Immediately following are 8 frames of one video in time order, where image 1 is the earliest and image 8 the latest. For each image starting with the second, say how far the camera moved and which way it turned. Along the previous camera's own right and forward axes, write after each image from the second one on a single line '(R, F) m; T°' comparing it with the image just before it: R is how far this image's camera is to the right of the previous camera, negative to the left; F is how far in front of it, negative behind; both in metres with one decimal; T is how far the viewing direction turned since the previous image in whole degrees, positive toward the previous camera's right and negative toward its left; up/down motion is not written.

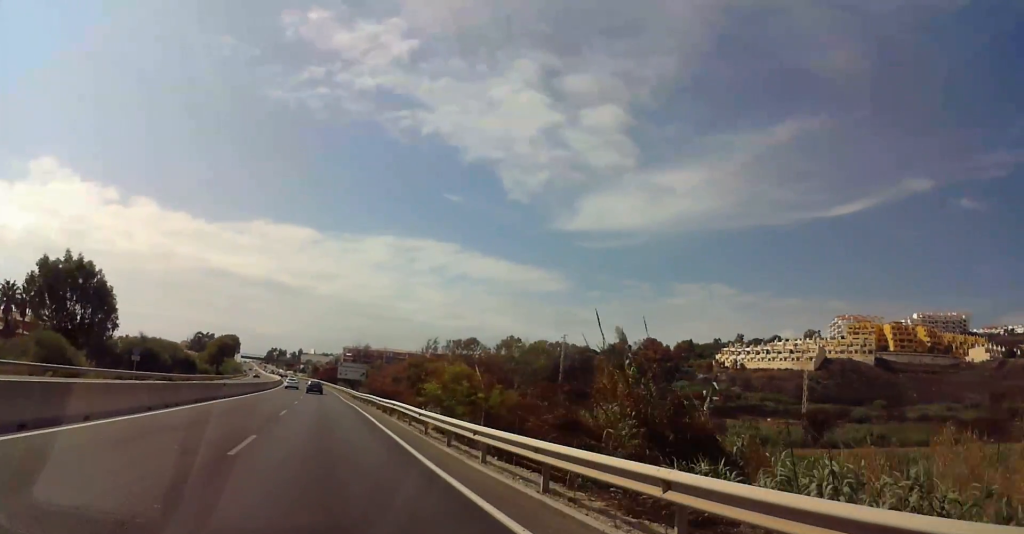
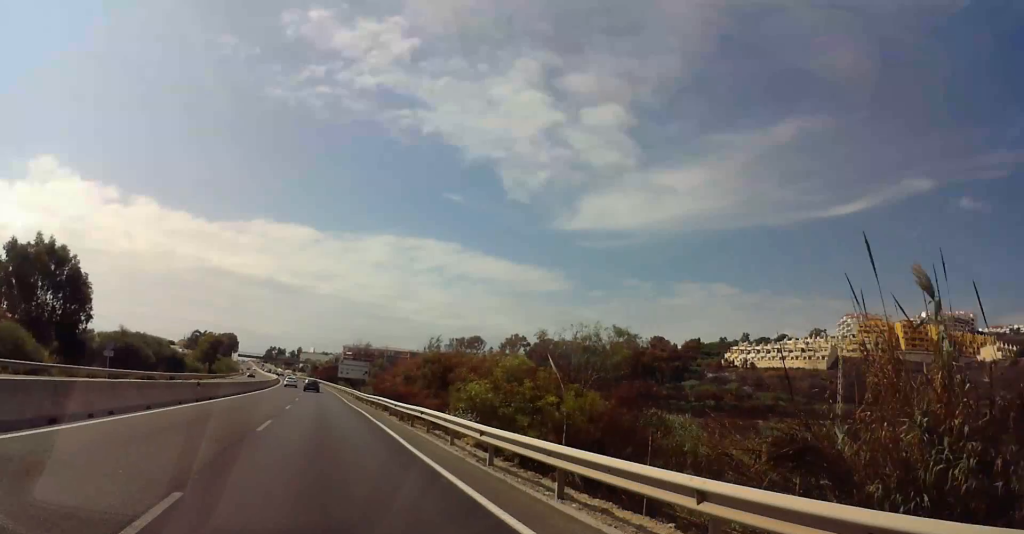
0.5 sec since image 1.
(-0.4, +8.9) m; -1°
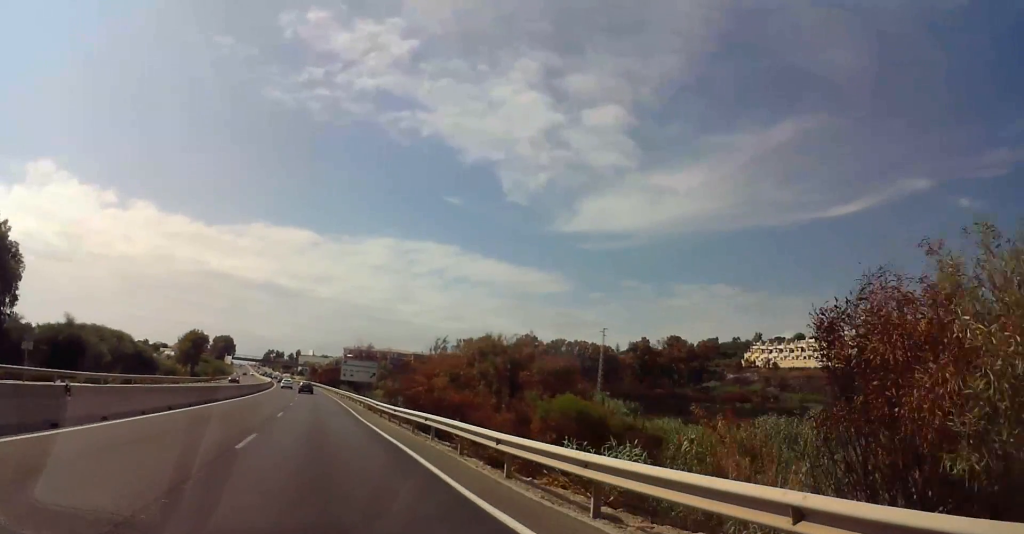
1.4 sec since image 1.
(-0.1, +17.9) m; -1°
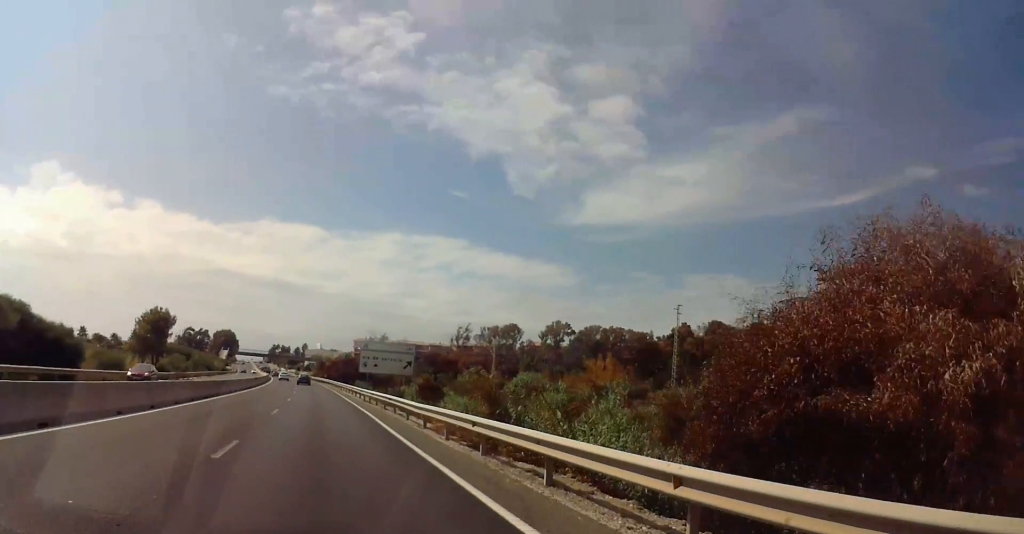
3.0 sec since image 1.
(0.0, +30.5) m; +1°
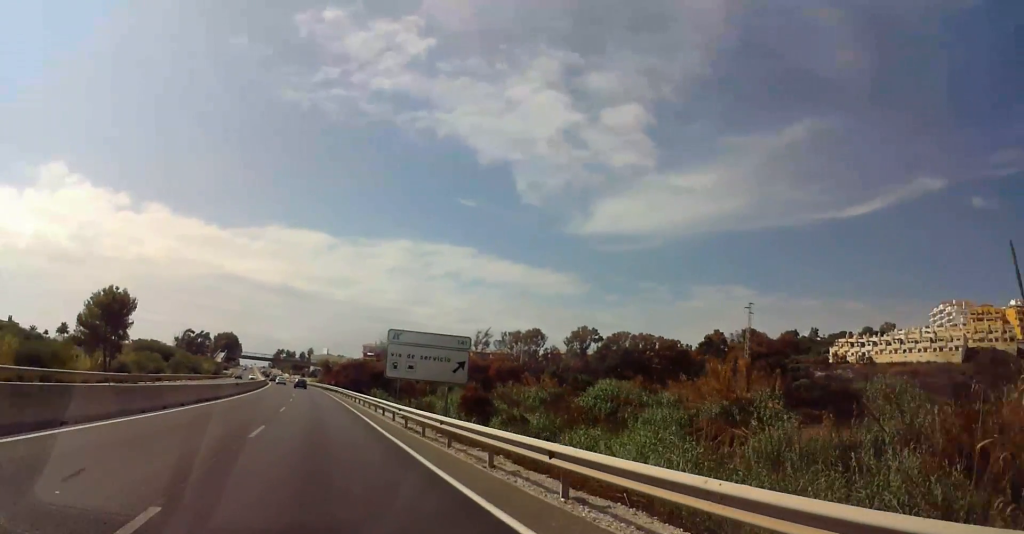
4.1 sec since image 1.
(+0.2, +20.1) m; 0°
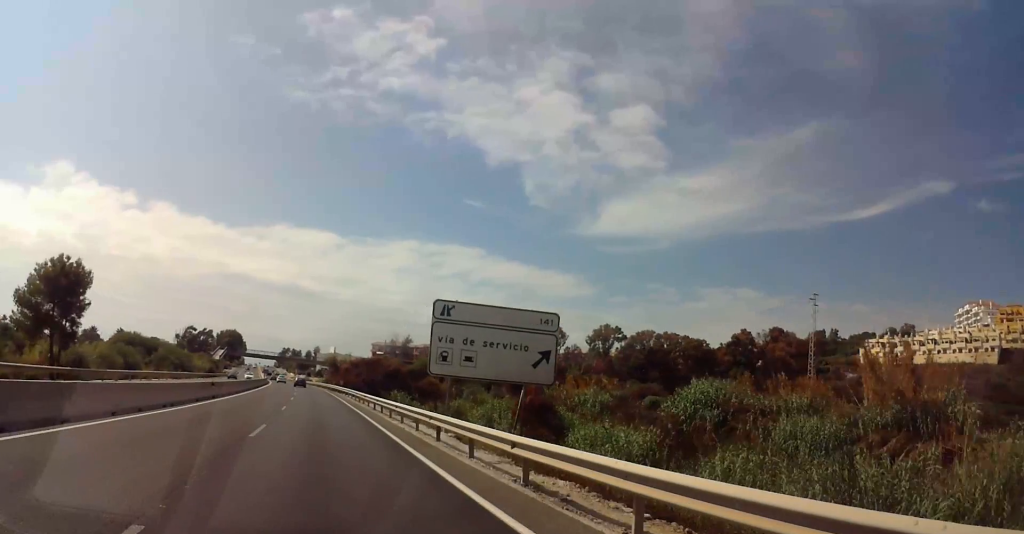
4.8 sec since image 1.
(-0.2, +14.0) m; -1°
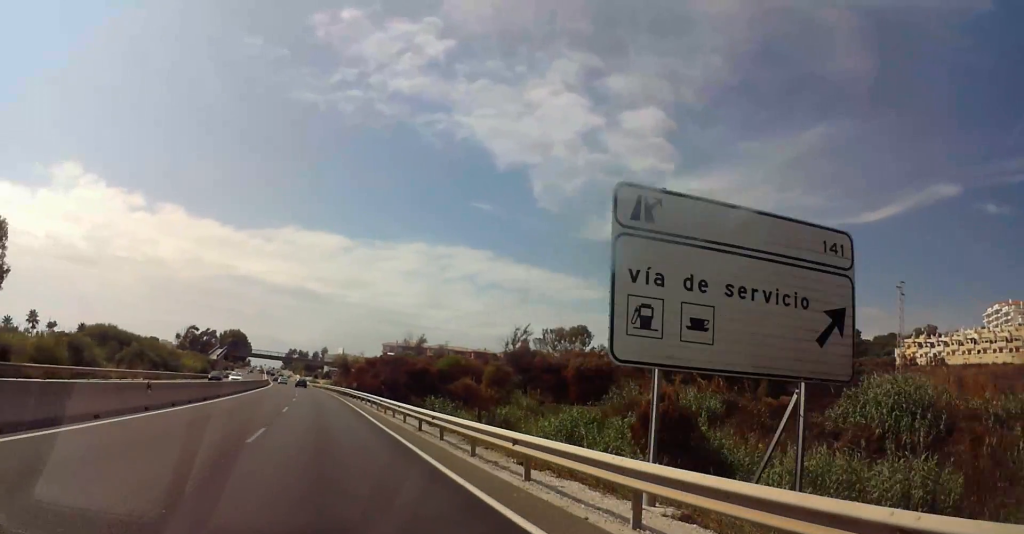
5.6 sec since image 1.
(-0.2, +15.7) m; +1°
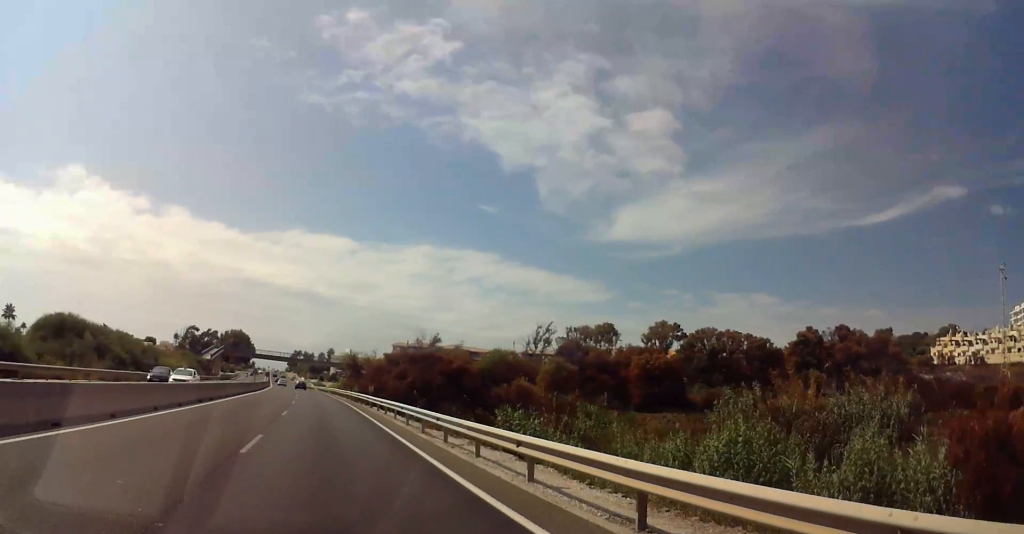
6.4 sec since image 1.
(+0.3, +16.8) m; 0°
